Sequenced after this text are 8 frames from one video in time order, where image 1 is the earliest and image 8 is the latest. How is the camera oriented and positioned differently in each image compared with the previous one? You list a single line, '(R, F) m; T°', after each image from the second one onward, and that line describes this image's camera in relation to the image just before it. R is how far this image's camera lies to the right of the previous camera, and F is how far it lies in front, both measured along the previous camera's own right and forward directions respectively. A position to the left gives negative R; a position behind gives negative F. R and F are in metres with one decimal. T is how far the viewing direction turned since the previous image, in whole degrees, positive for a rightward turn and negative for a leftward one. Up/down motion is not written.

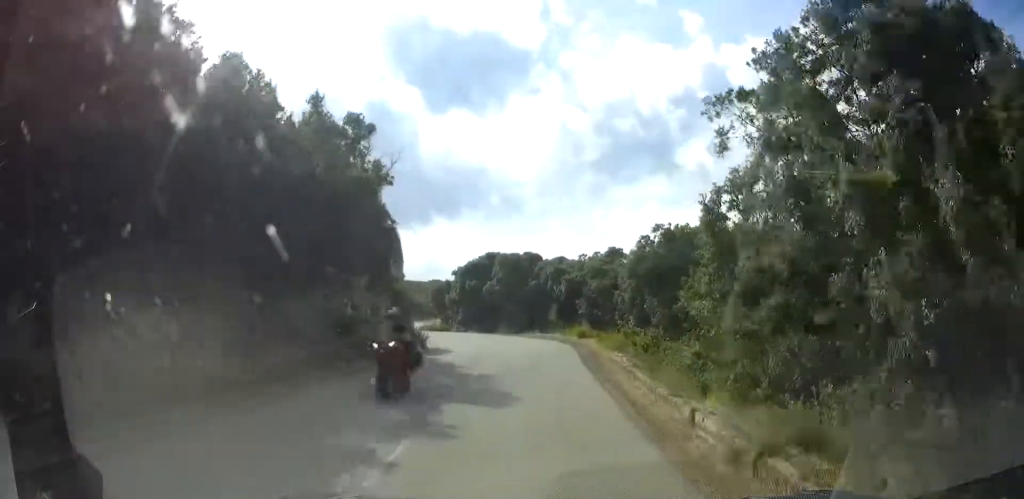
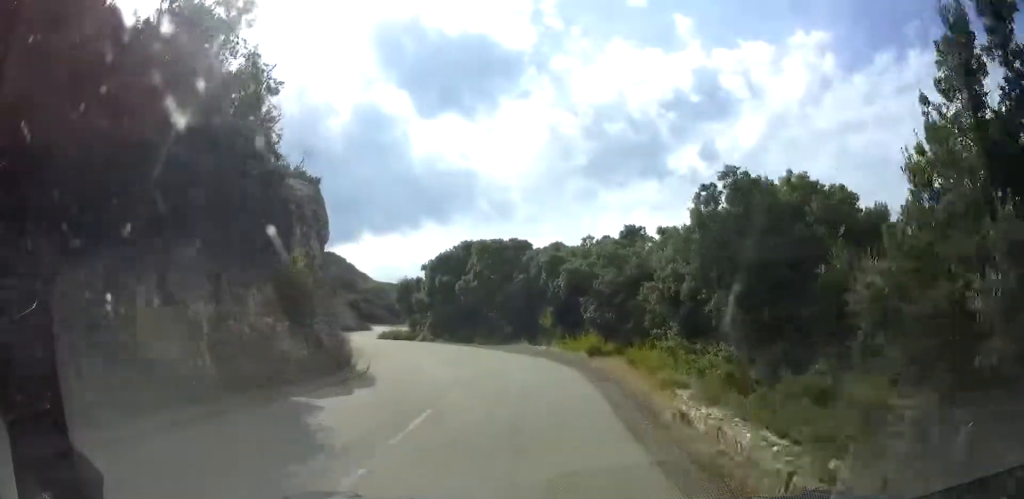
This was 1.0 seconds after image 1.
(-0.1, +11.1) m; -4°
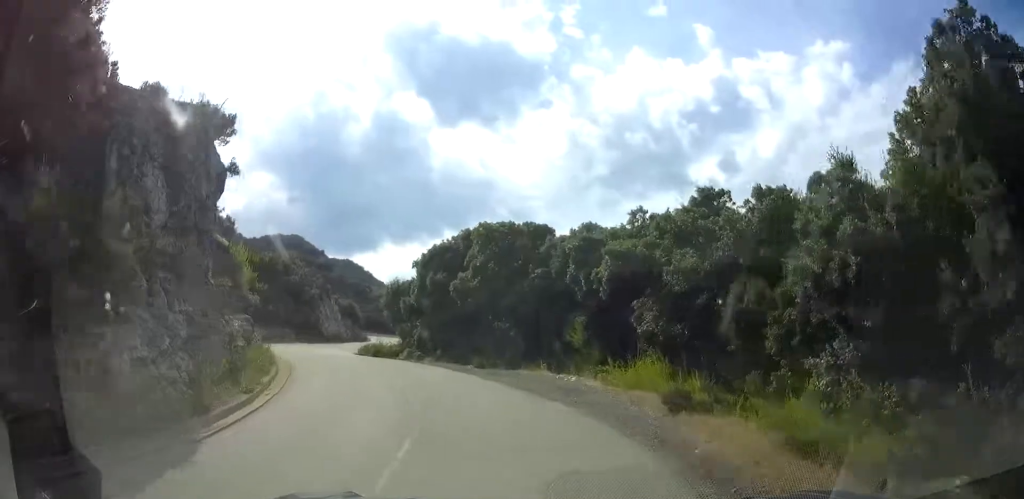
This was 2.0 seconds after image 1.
(-0.5, +9.9) m; -8°
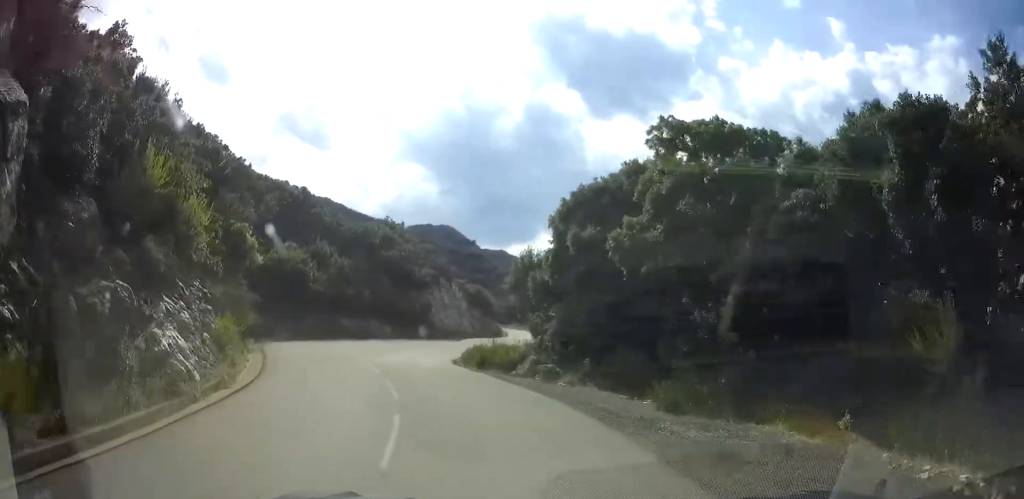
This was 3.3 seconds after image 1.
(-1.3, +13.0) m; -6°
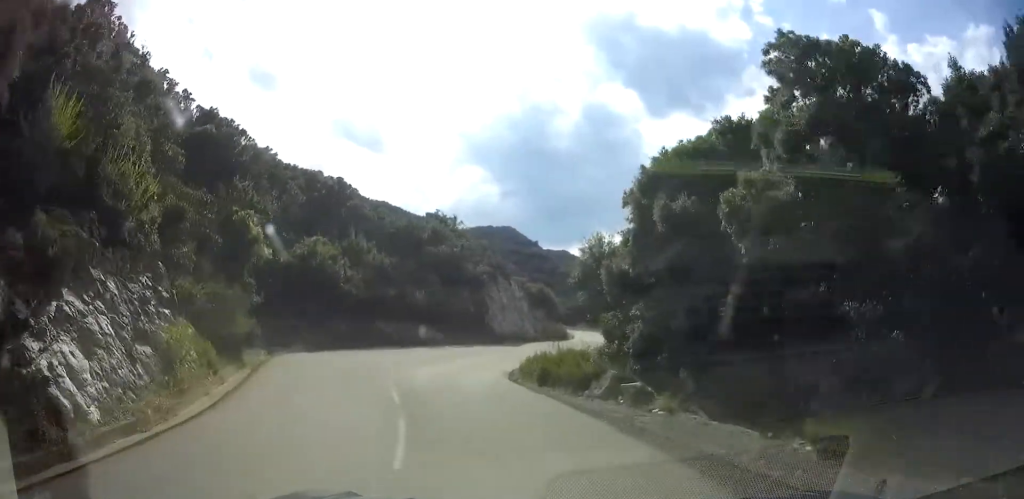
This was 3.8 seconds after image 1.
(0.0, +4.5) m; -1°
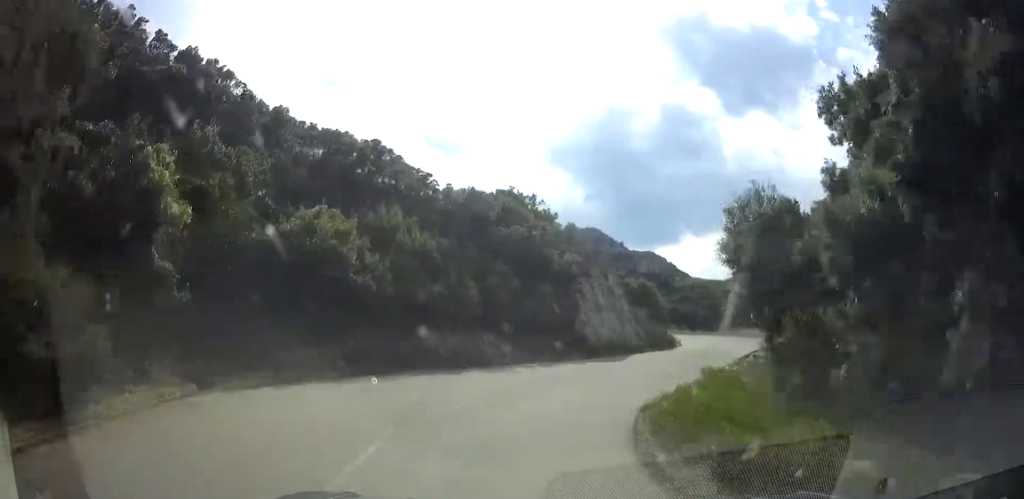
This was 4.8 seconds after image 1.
(-0.1, +9.7) m; -4°
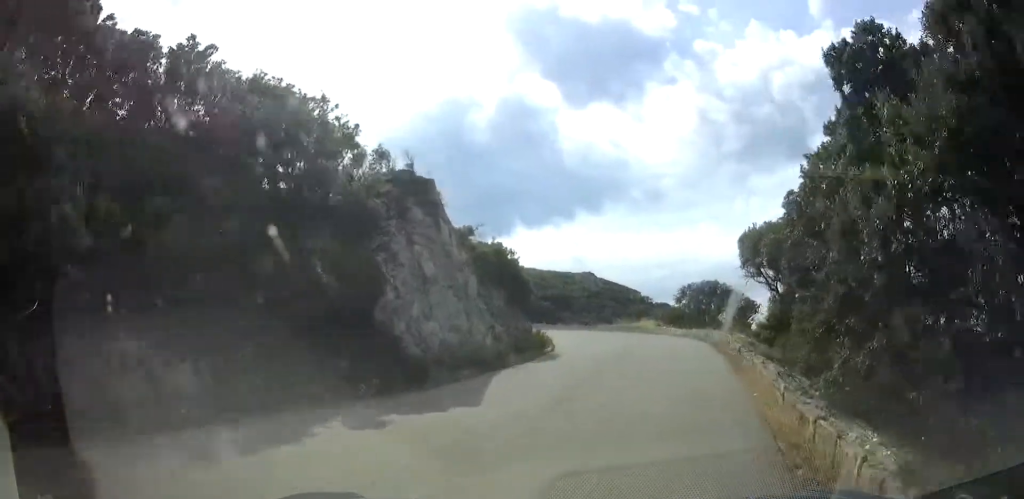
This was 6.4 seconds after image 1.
(+0.1, +15.0) m; +9°
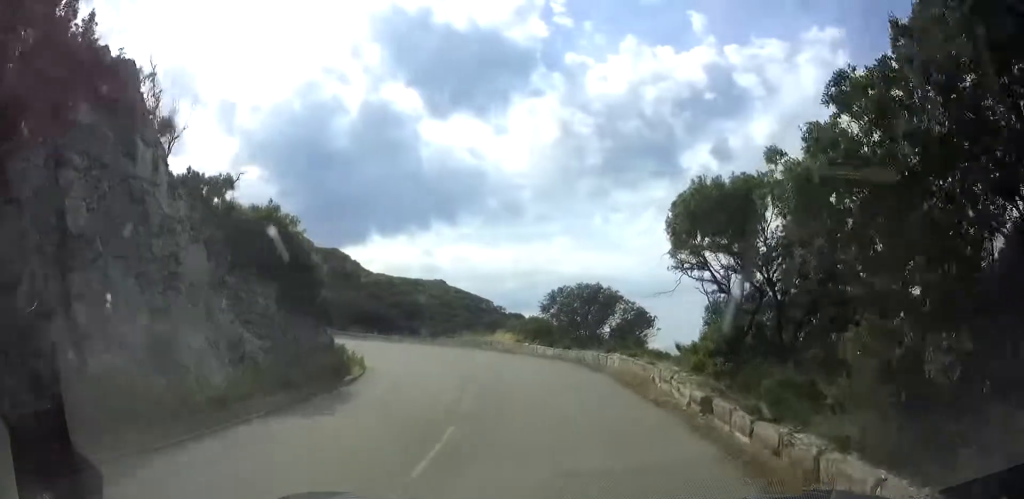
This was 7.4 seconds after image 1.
(+0.9, +9.4) m; +7°
